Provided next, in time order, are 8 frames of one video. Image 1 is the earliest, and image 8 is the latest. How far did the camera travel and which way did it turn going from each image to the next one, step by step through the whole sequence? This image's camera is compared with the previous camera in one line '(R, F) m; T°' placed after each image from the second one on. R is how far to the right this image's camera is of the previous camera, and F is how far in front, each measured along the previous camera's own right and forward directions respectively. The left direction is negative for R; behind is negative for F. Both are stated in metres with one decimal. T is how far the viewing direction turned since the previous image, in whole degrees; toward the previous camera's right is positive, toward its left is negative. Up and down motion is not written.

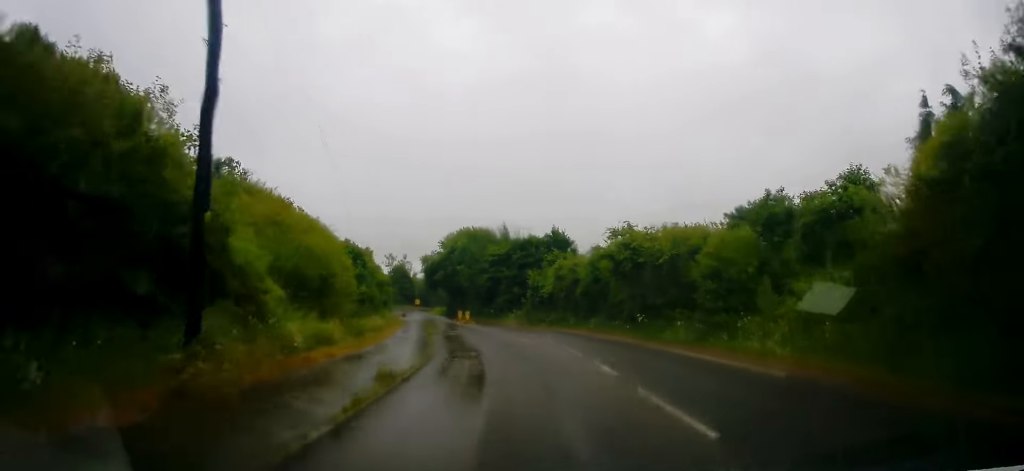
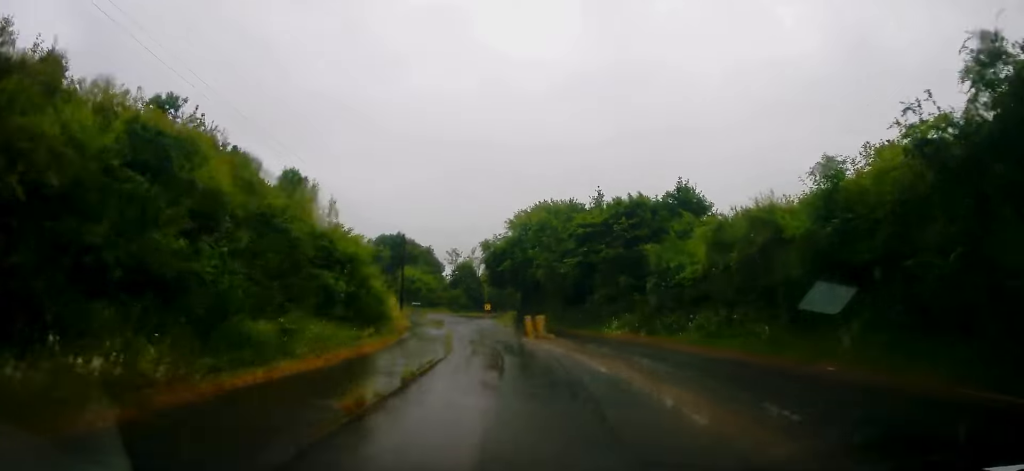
(-1.4, +23.3) m; -7°
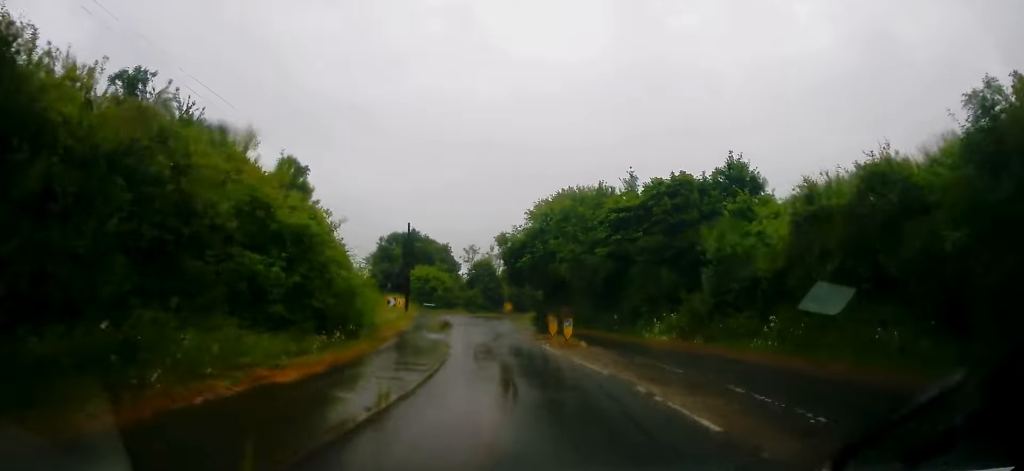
(-0.3, +6.3) m; -2°
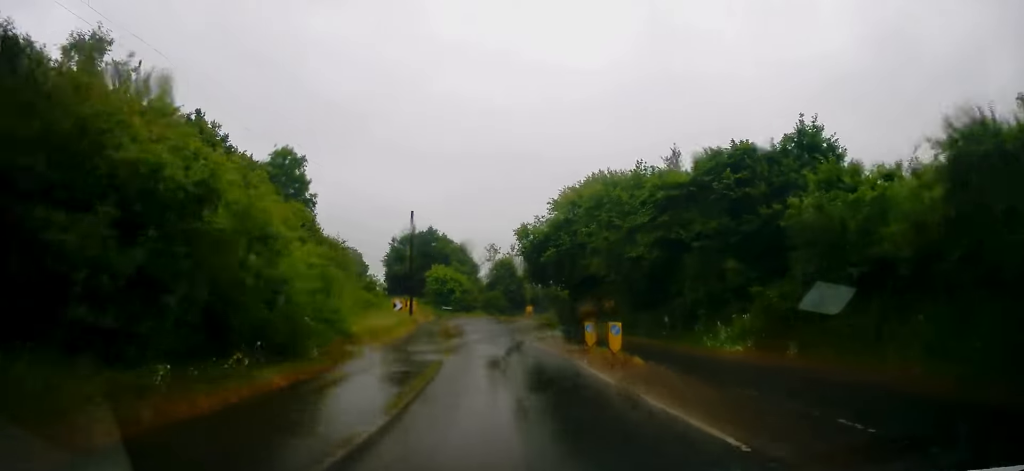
(-0.1, +6.7) m; -2°
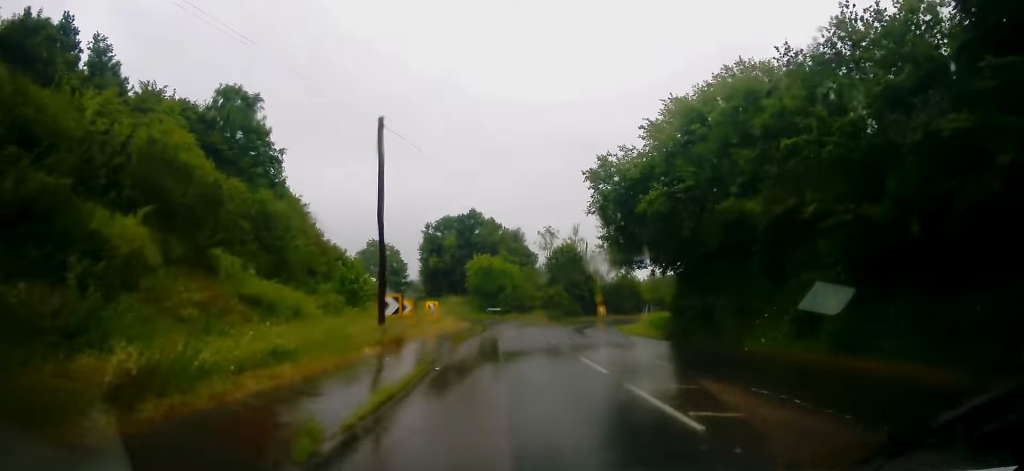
(-0.5, +19.6) m; -4°
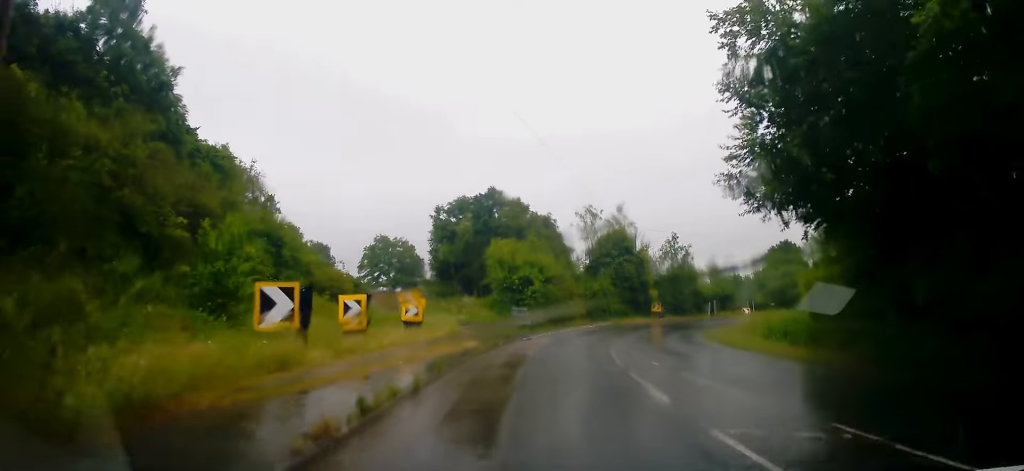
(-0.9, +16.4) m; -5°
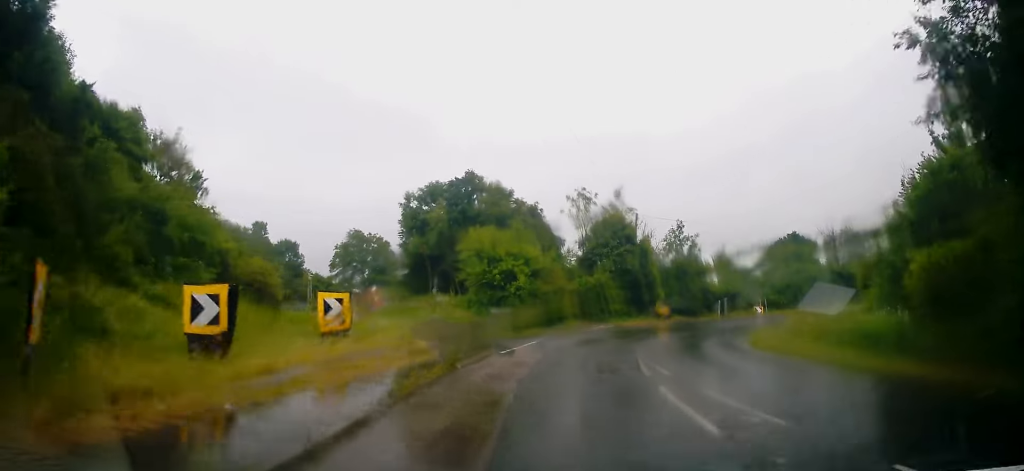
(-0.1, +8.8) m; +1°
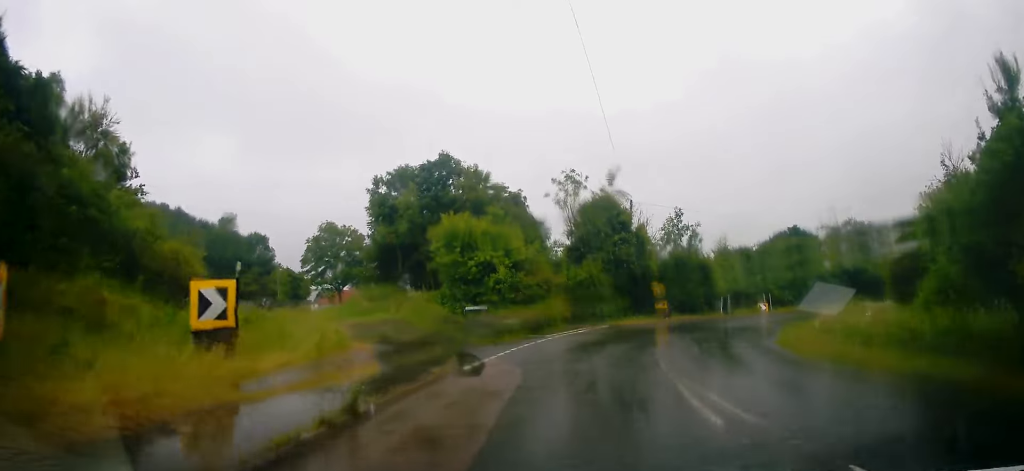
(+0.2, +5.7) m; +2°
